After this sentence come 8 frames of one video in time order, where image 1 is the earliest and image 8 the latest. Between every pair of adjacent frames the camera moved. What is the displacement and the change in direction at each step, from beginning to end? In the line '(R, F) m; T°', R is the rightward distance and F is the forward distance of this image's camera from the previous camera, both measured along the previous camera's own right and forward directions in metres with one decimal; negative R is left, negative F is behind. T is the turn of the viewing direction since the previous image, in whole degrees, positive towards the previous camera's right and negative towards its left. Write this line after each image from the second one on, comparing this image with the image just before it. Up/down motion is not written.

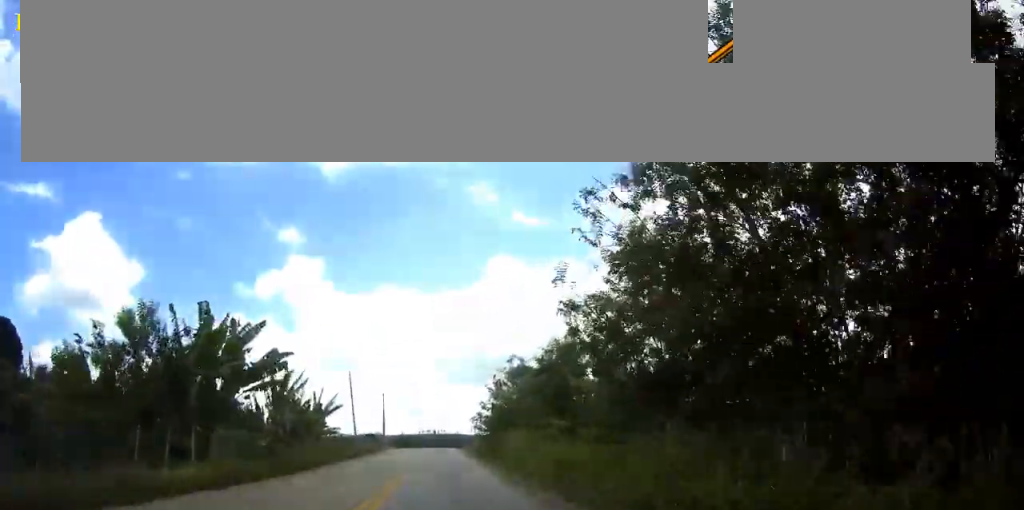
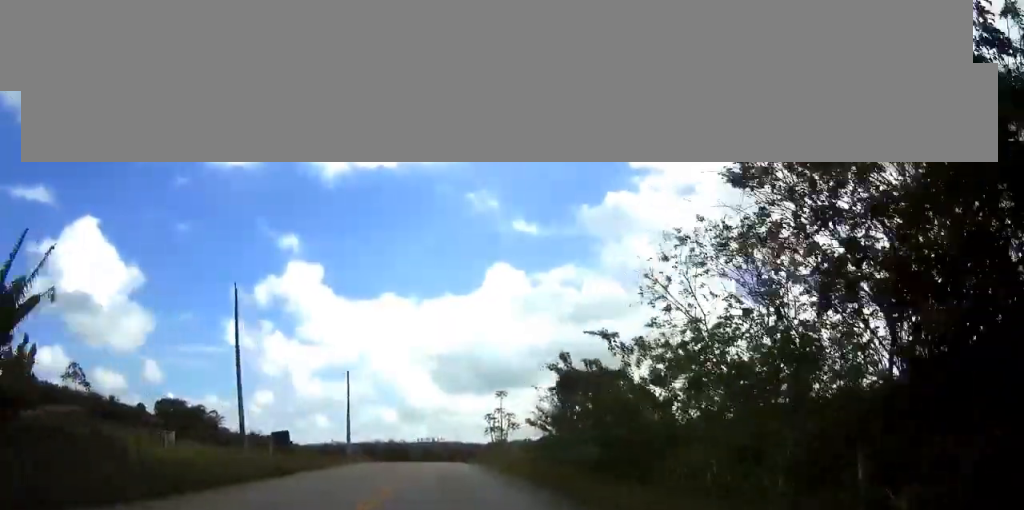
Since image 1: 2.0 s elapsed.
(+0.1, +39.8) m; 0°
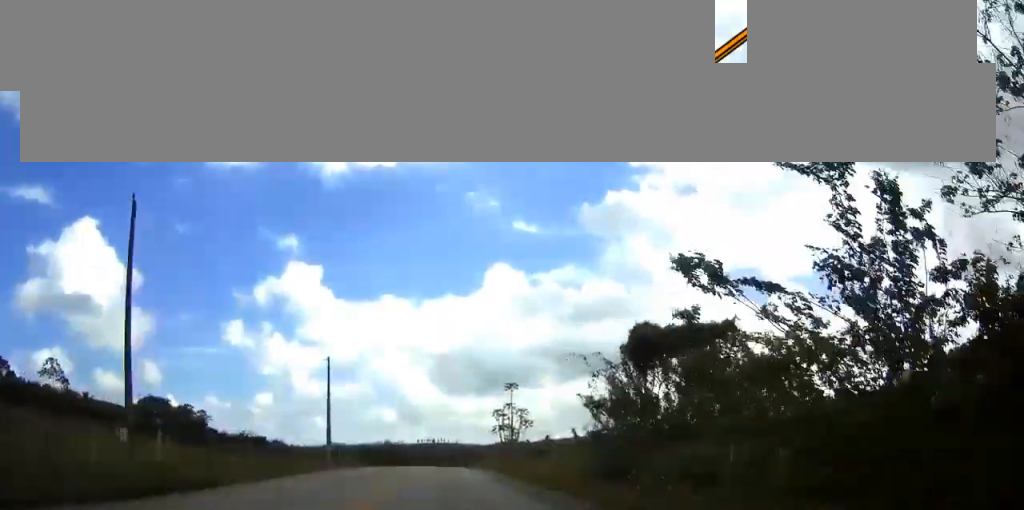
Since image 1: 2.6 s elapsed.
(0.0, +11.5) m; 0°
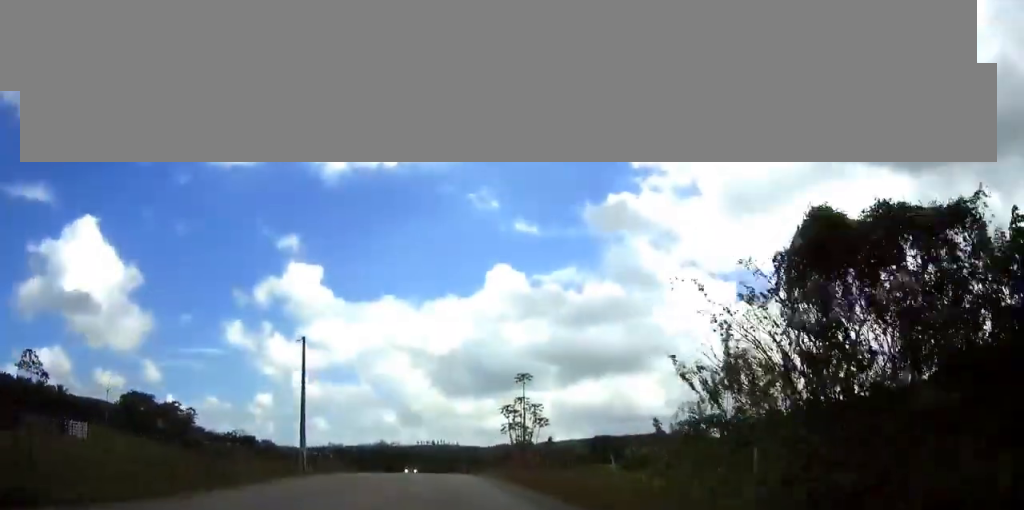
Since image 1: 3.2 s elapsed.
(0.0, +10.1) m; 0°
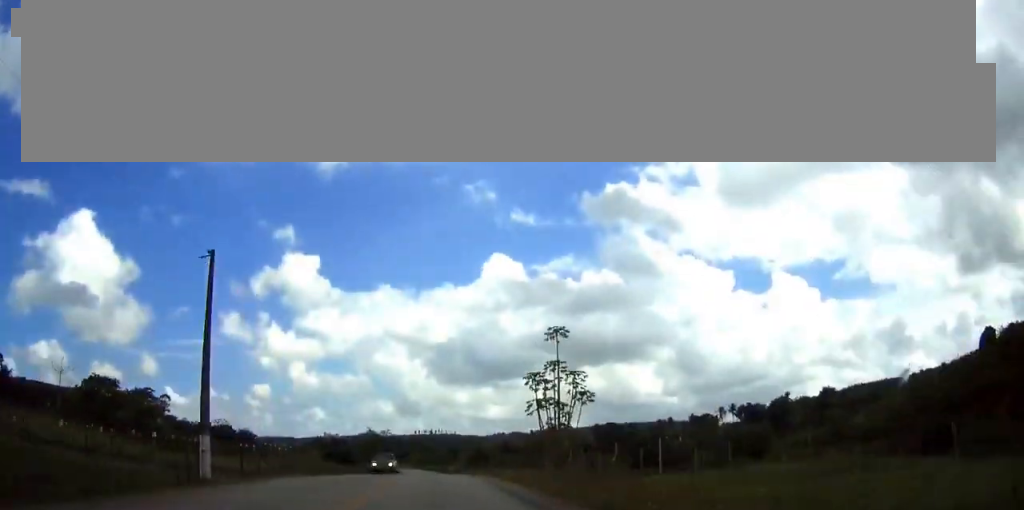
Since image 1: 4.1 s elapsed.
(+0.1, +18.0) m; 0°
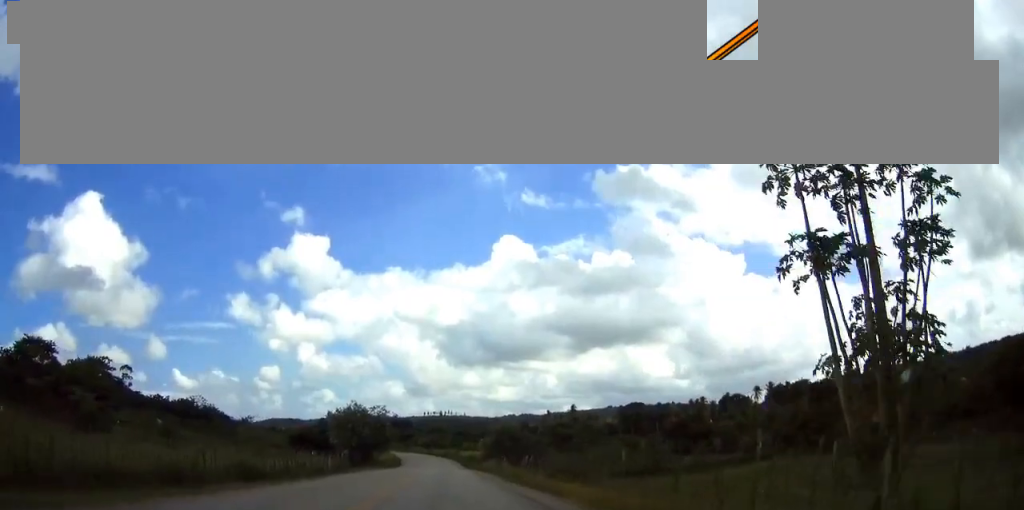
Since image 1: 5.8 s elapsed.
(0.0, +29.9) m; -1°
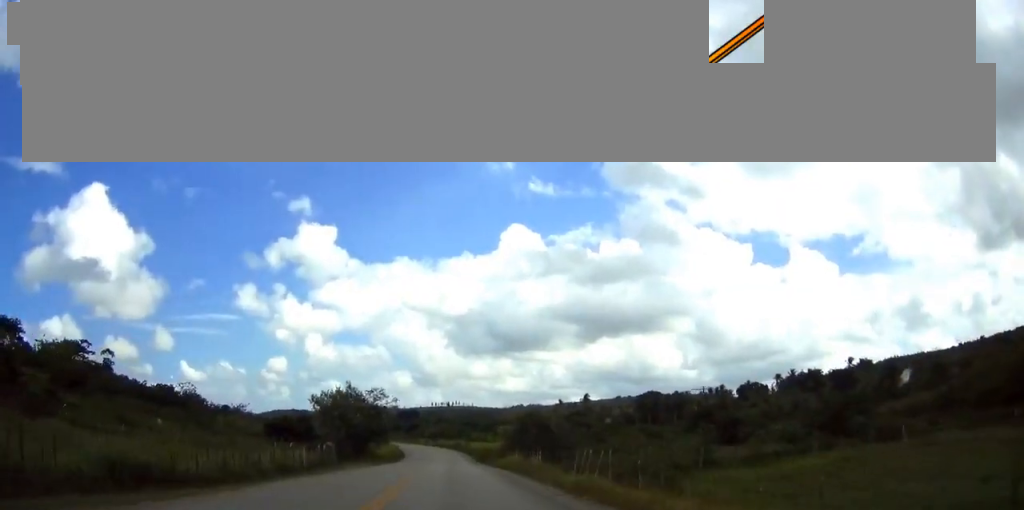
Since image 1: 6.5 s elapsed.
(-0.2, +13.4) m; 0°
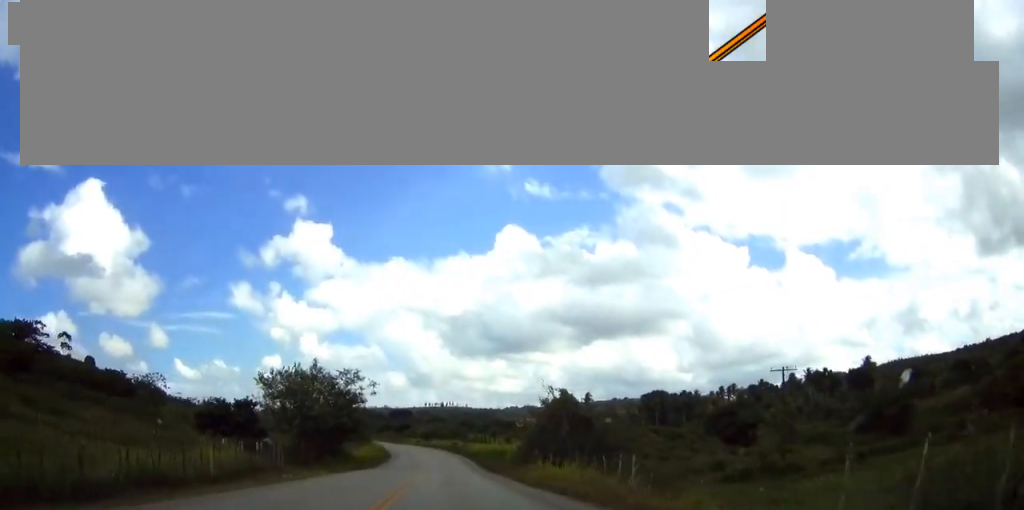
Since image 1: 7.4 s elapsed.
(0.0, +17.2) m; 0°
